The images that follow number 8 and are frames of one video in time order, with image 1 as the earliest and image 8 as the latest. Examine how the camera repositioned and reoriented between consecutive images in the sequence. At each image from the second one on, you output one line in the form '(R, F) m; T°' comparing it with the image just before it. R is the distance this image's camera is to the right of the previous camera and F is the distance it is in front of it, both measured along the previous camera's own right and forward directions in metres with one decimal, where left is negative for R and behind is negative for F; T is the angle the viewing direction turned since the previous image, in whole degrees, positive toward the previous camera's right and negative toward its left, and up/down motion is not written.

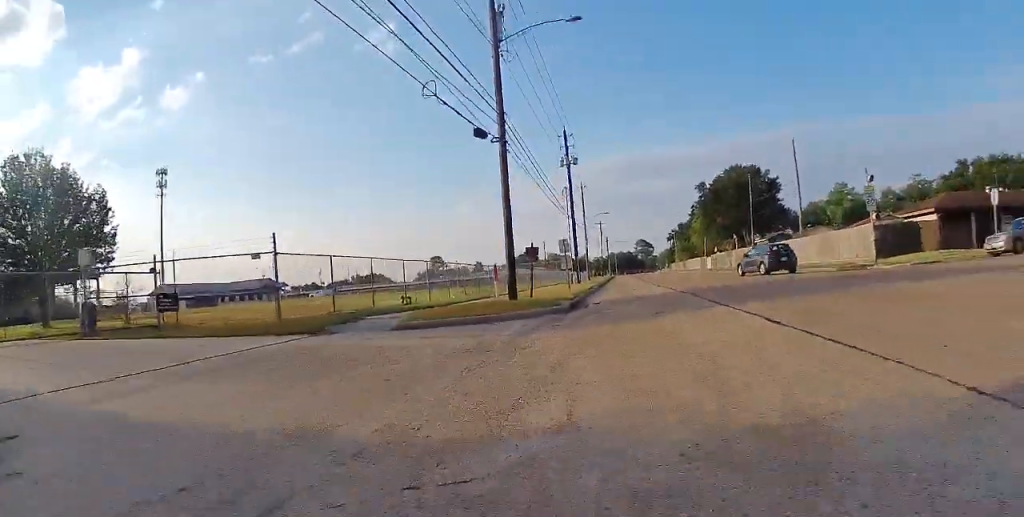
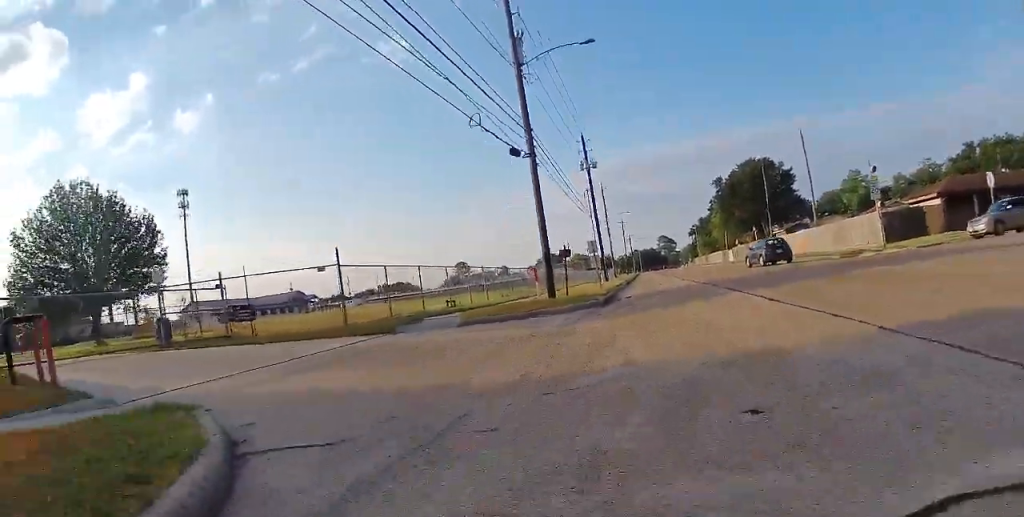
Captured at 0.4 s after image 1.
(+0.3, +1.6) m; -3°
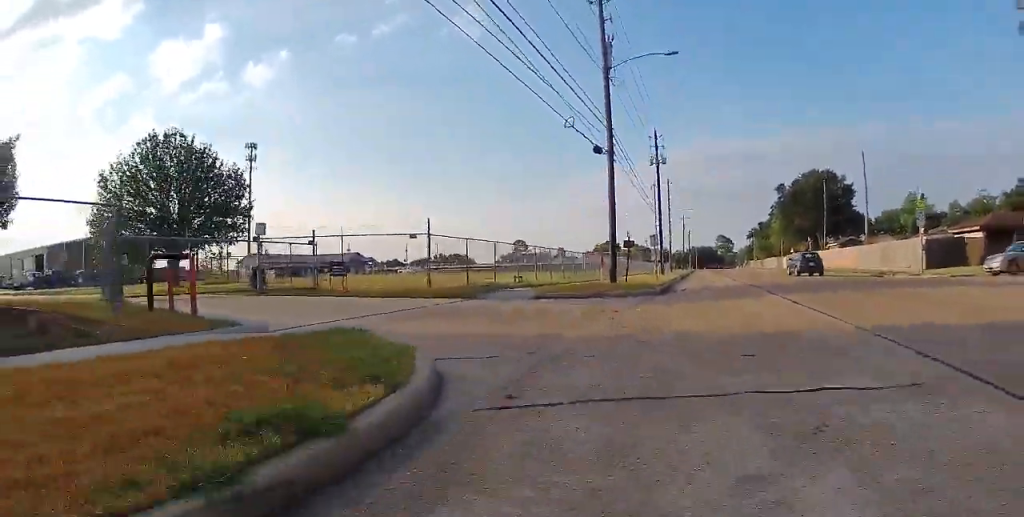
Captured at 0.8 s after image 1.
(-0.3, +2.0) m; -5°
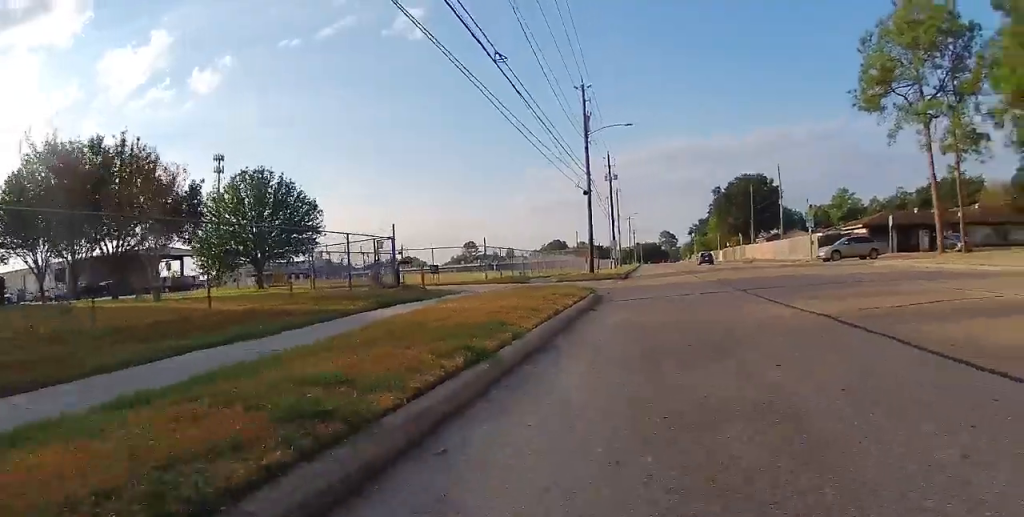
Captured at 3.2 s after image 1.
(-2.3, +11.9) m; -13°
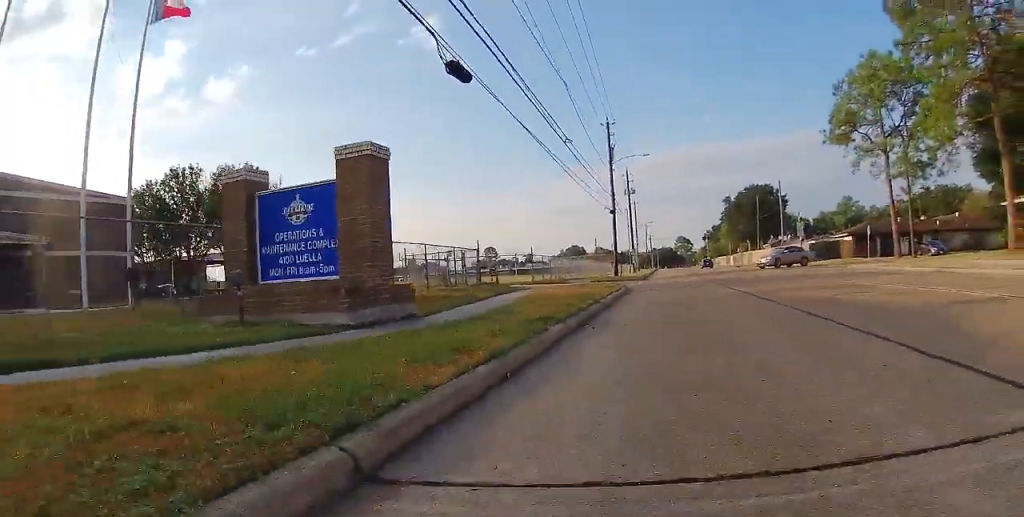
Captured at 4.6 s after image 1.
(+0.5, +7.6) m; +5°
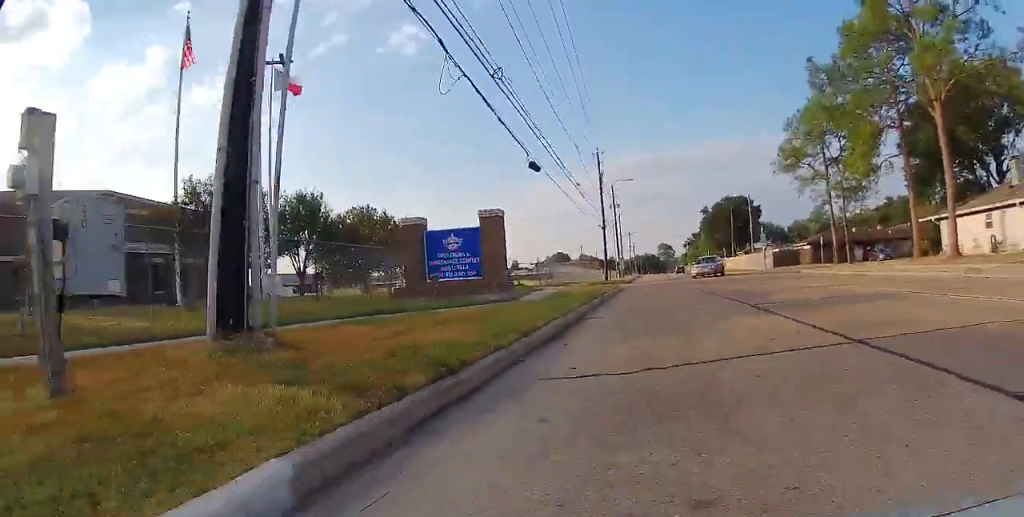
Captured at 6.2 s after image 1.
(0.0, +8.6) m; 0°
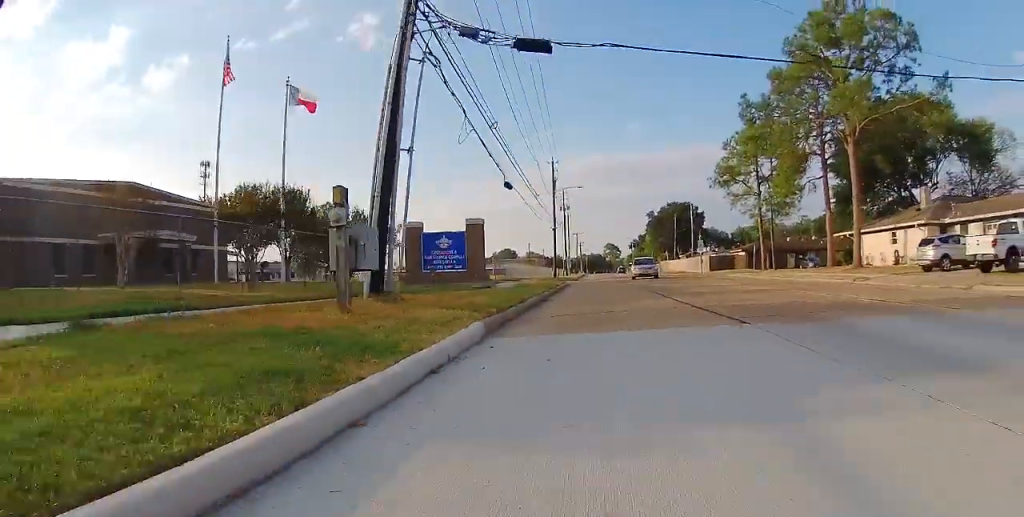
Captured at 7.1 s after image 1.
(0.0, +5.7) m; 0°
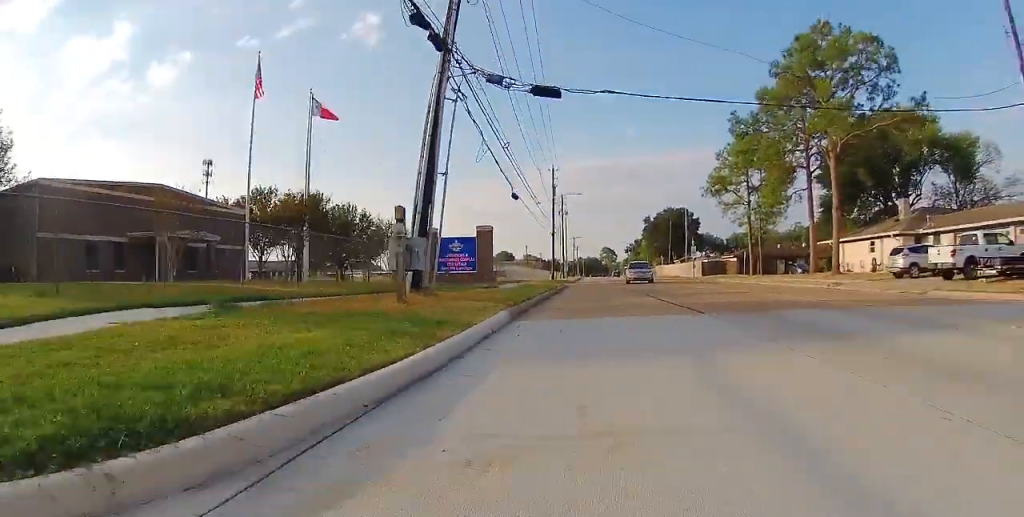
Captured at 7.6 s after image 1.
(0.0, +2.8) m; 0°
